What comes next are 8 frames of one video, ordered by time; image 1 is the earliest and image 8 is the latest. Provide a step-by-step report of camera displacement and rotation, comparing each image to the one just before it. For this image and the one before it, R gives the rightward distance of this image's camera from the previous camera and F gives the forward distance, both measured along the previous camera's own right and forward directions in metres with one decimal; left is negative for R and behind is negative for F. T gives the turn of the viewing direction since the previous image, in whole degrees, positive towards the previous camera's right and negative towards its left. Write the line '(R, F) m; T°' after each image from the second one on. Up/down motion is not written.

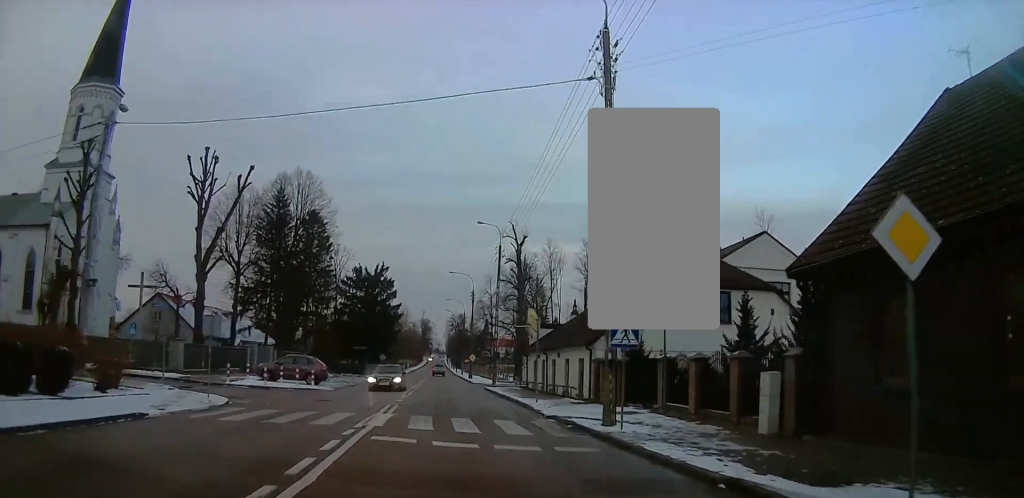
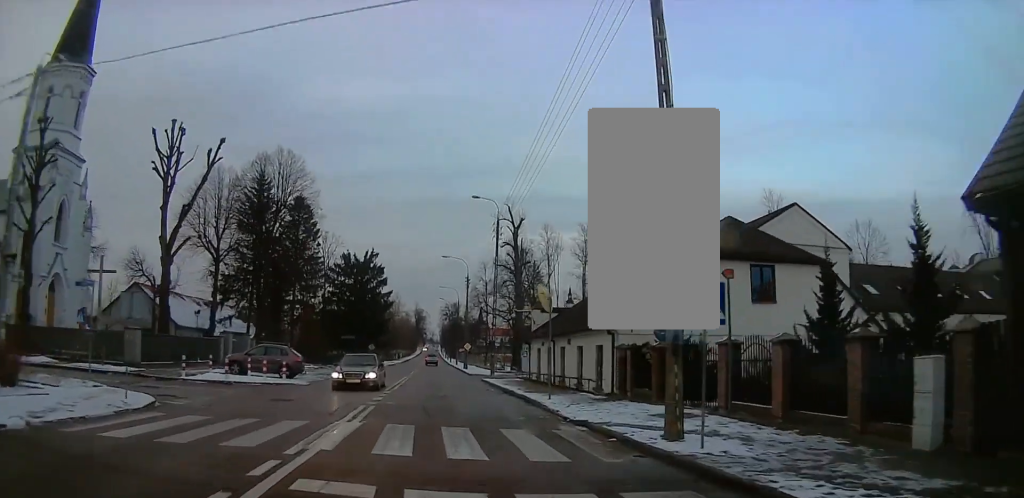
(+0.2, +4.8) m; +1°
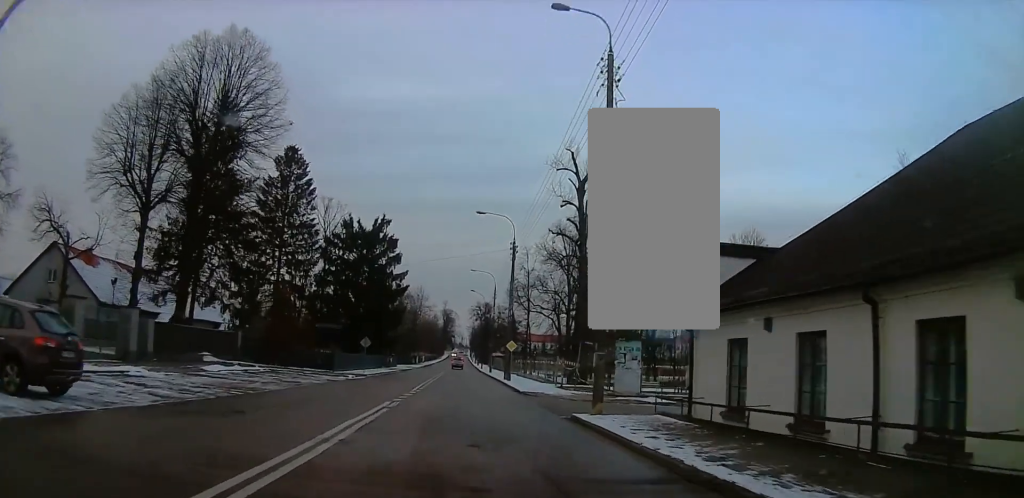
(+1.0, +23.7) m; 0°
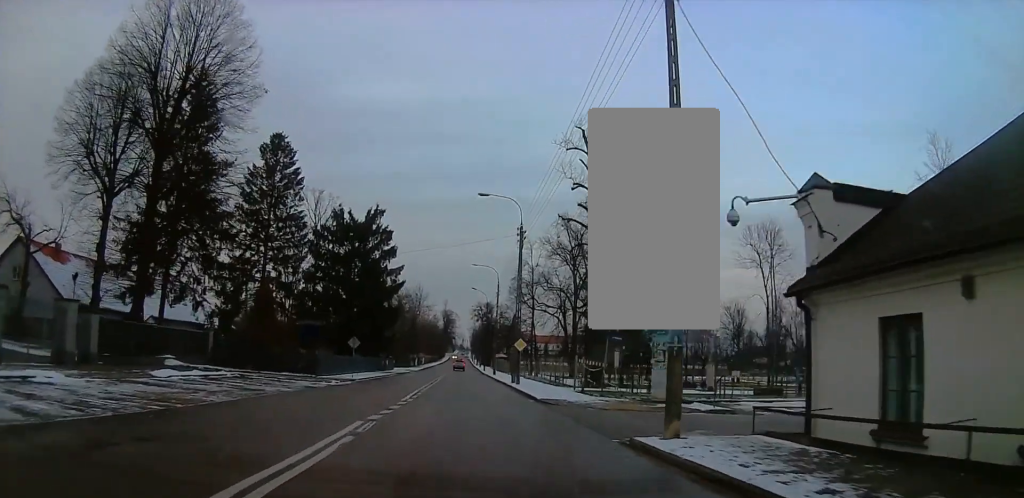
(-0.1, +5.8) m; -2°
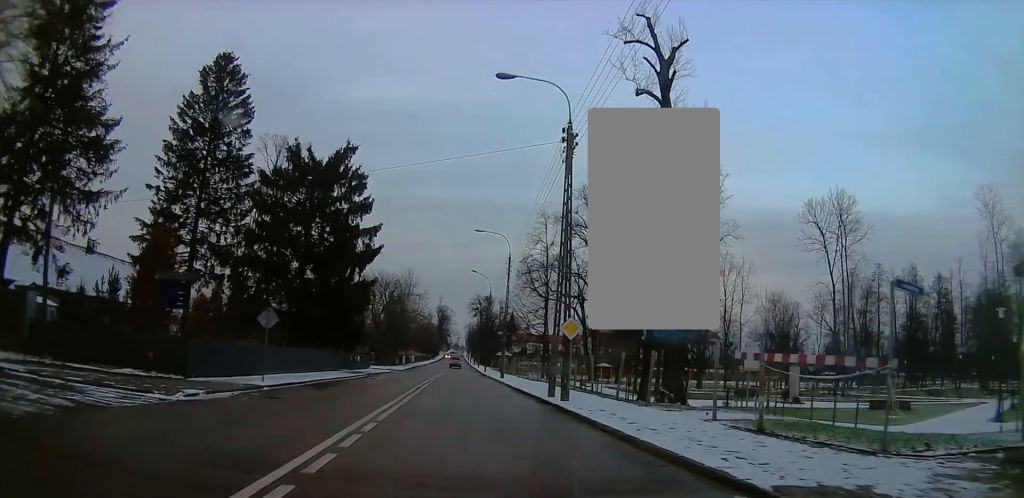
(-0.6, +17.9) m; 0°
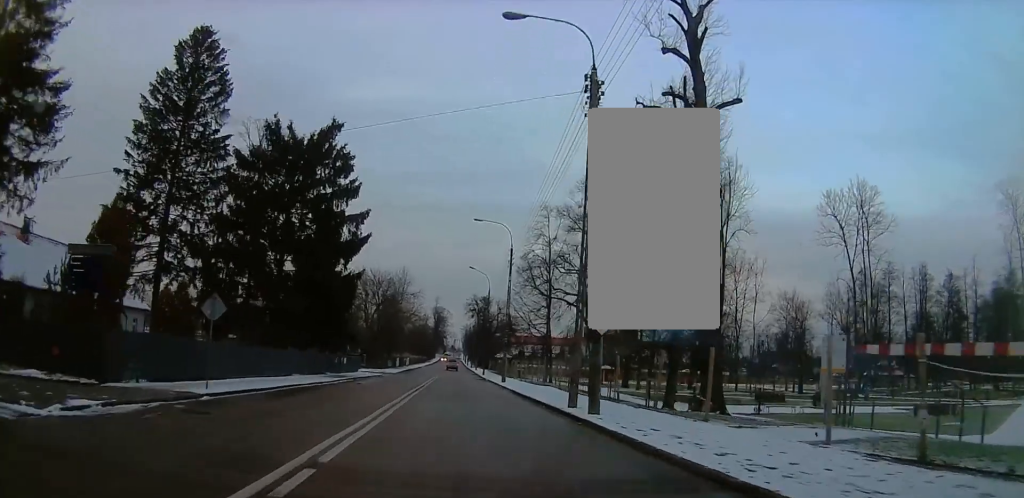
(+0.1, +5.0) m; +2°
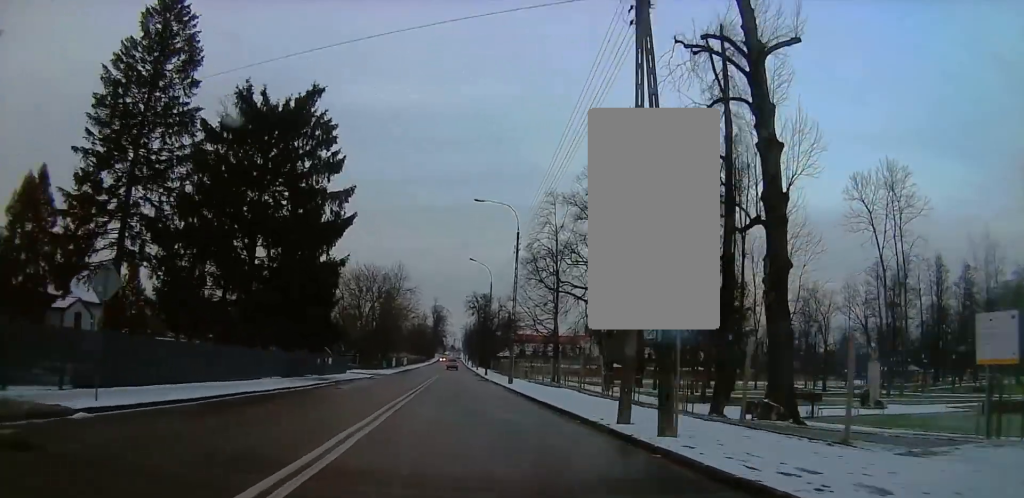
(0.0, +5.6) m; +2°
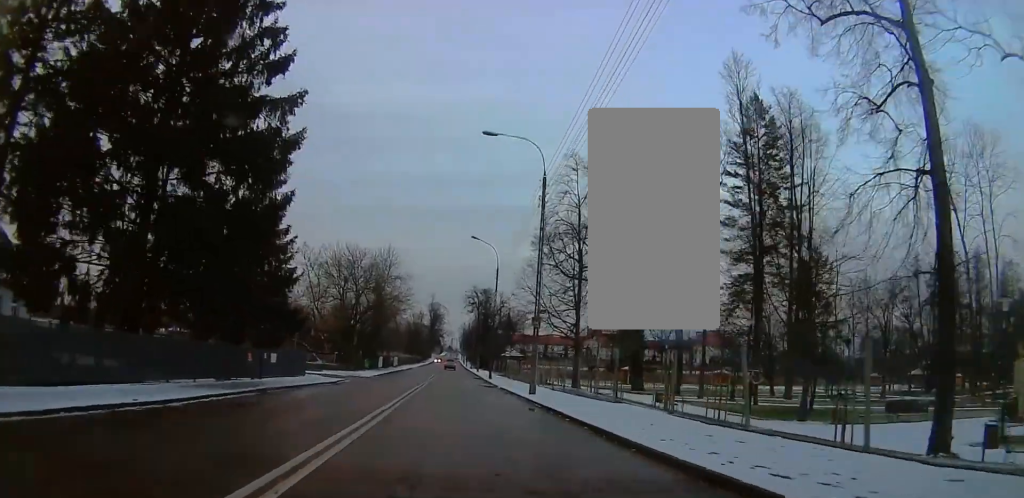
(+0.6, +14.3) m; +2°
